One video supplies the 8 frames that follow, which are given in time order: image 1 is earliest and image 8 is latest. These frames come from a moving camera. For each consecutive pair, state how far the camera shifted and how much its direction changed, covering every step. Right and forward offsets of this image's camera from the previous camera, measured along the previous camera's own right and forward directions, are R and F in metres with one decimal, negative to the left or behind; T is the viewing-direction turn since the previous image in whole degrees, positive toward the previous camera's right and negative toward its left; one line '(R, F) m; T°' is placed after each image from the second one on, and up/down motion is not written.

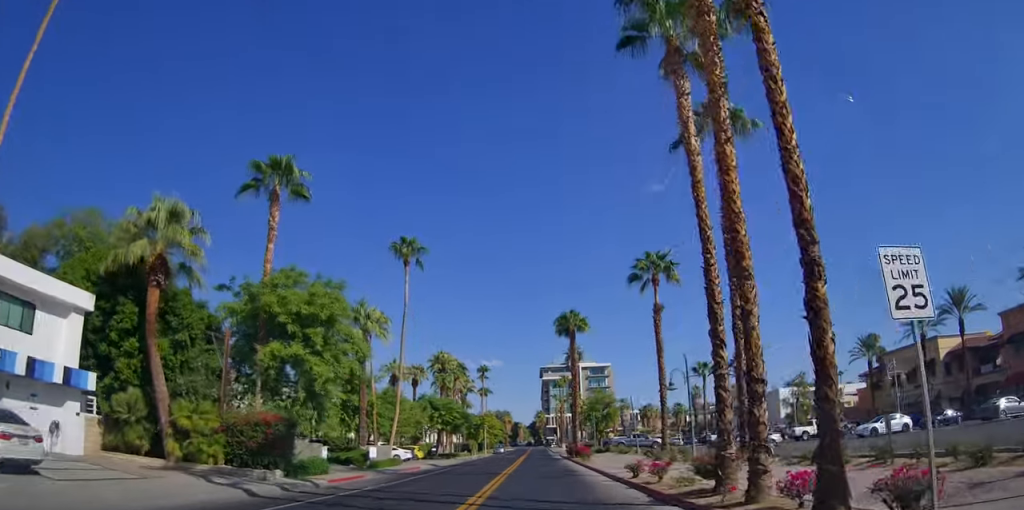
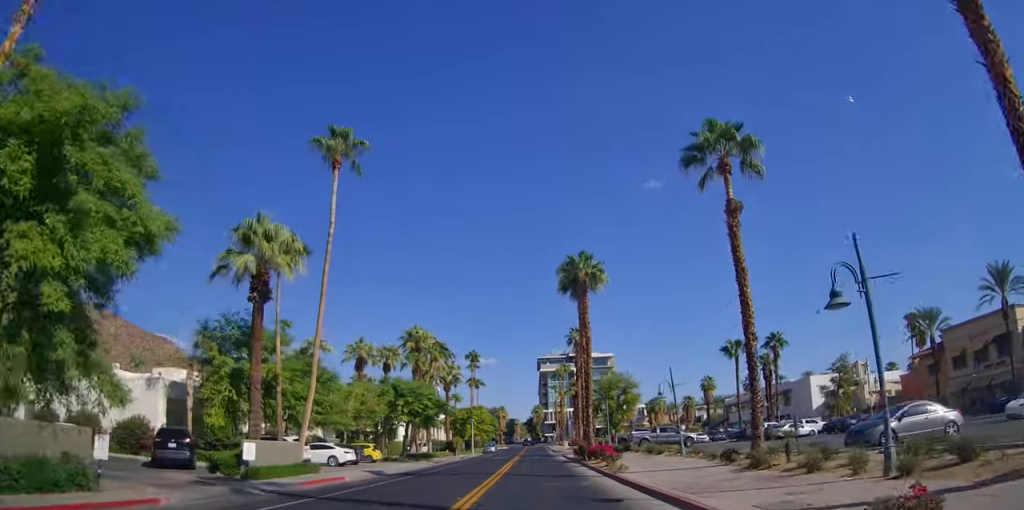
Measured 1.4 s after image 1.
(0.0, +14.7) m; 0°
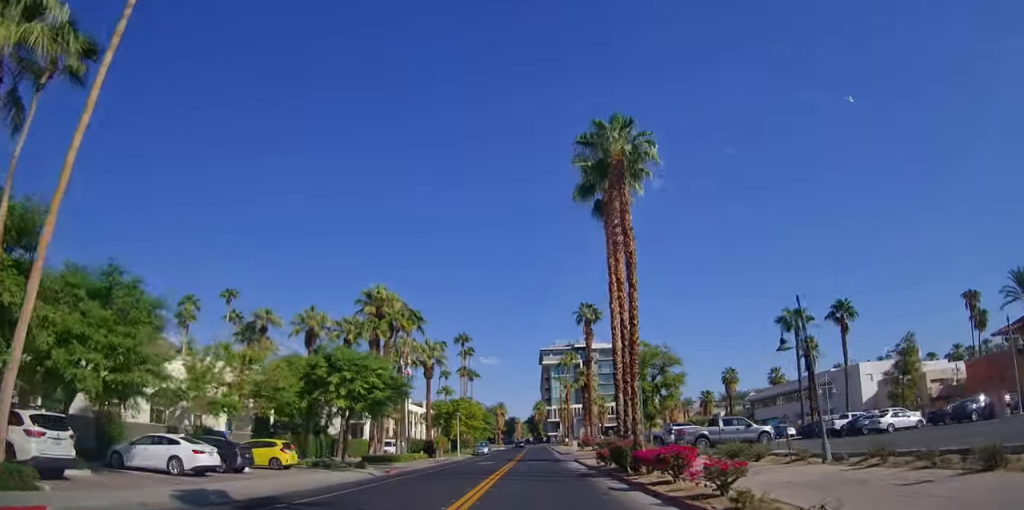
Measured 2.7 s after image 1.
(0.0, +16.3) m; 0°
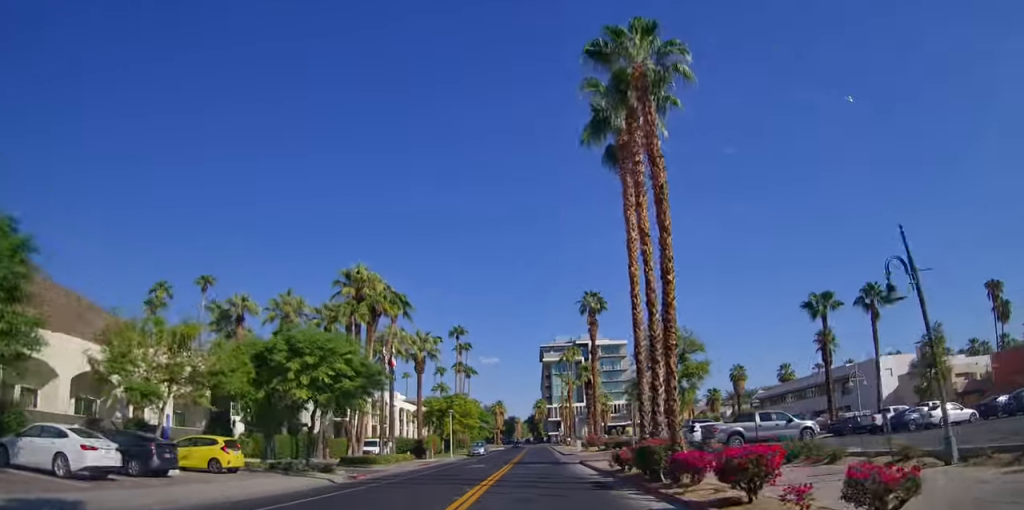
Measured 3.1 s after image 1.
(0.0, +5.5) m; 0°
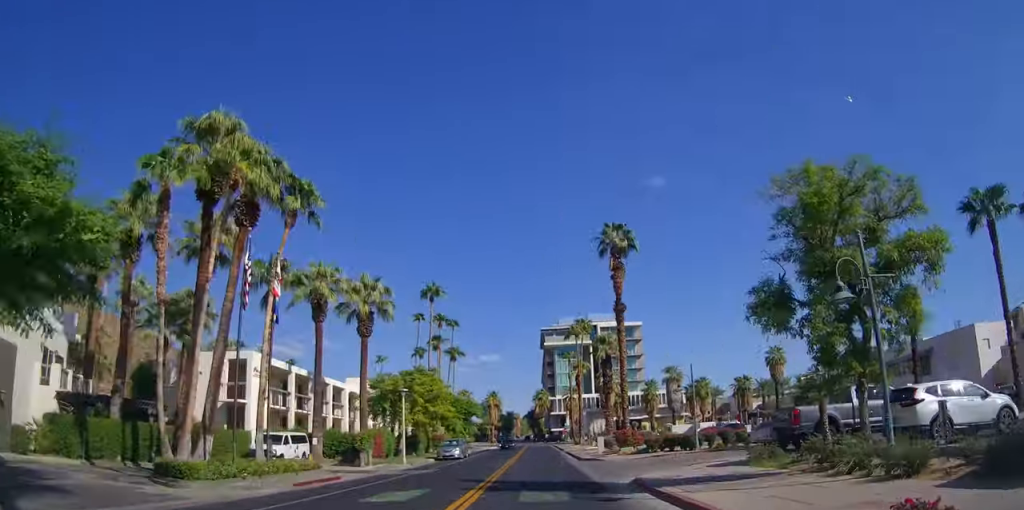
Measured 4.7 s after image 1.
(0.0, +21.3) m; 0°
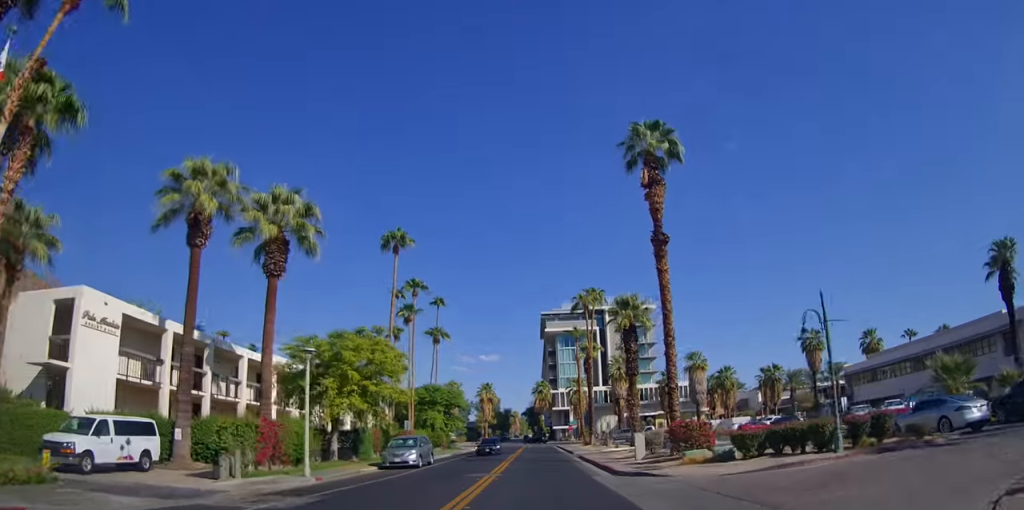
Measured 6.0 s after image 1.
(0.0, +16.6) m; 0°
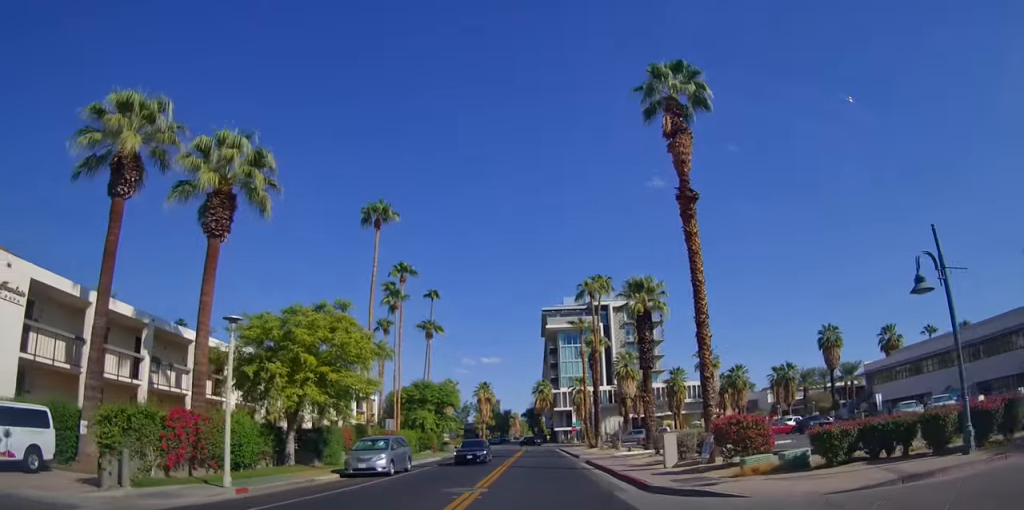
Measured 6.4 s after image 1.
(0.0, +6.2) m; 0°
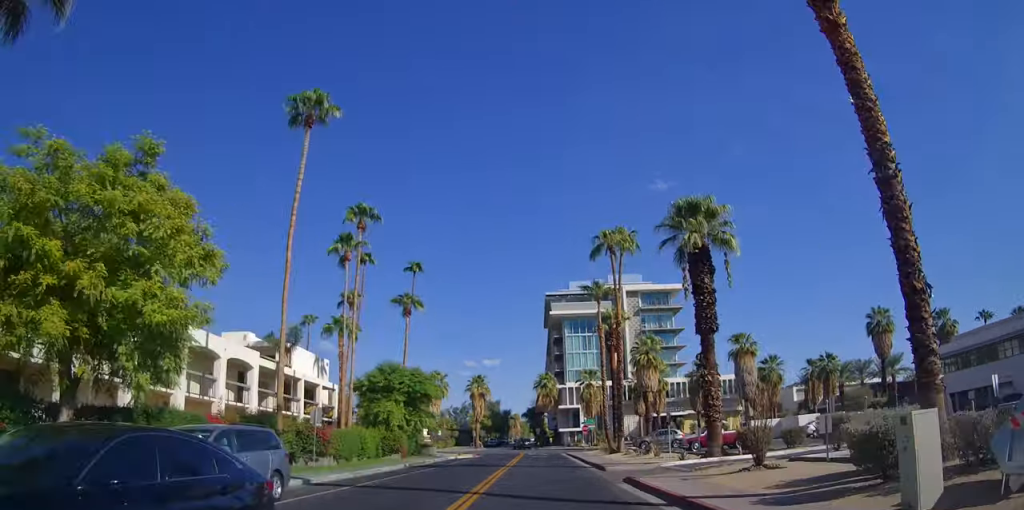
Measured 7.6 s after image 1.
(0.0, +14.6) m; 0°
